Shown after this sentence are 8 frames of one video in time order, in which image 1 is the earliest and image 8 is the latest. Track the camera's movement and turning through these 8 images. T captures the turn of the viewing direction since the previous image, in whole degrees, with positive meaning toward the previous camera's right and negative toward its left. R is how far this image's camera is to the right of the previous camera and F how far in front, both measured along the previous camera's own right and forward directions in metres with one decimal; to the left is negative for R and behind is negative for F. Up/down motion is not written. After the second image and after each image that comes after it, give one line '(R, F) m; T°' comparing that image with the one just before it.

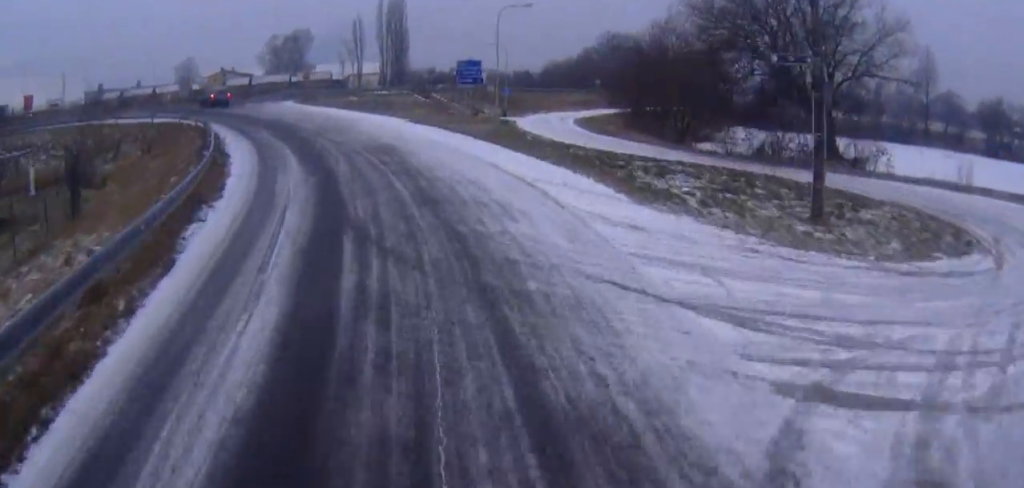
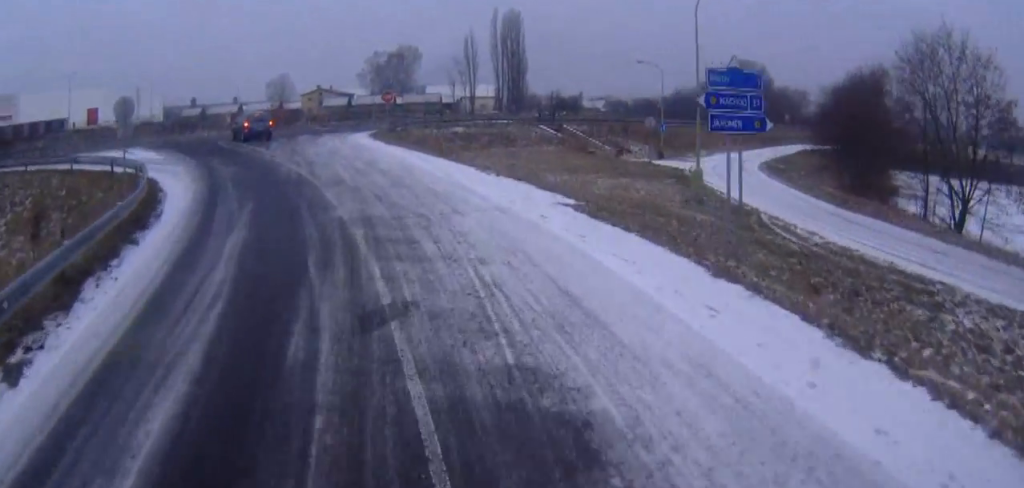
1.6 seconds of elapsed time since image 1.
(-0.2, +17.8) m; -6°
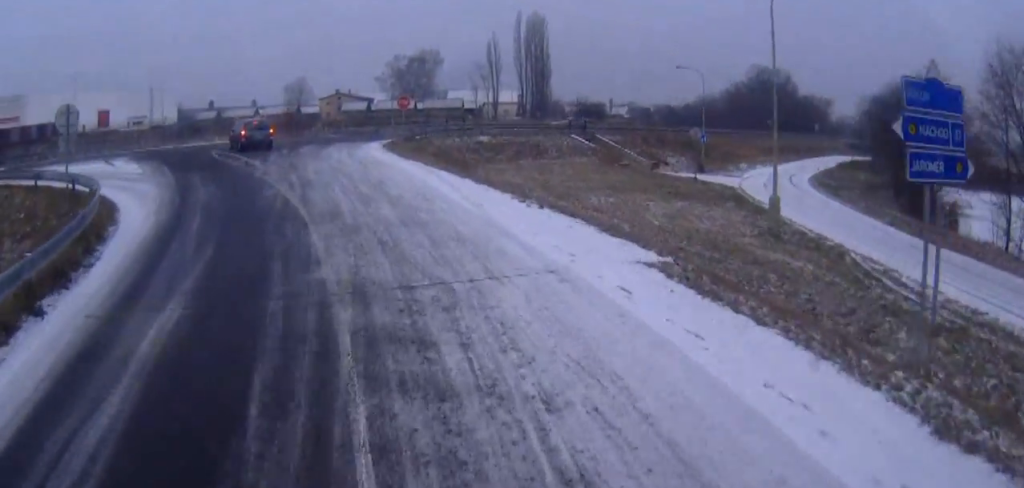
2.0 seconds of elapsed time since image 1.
(-0.2, +4.6) m; -4°
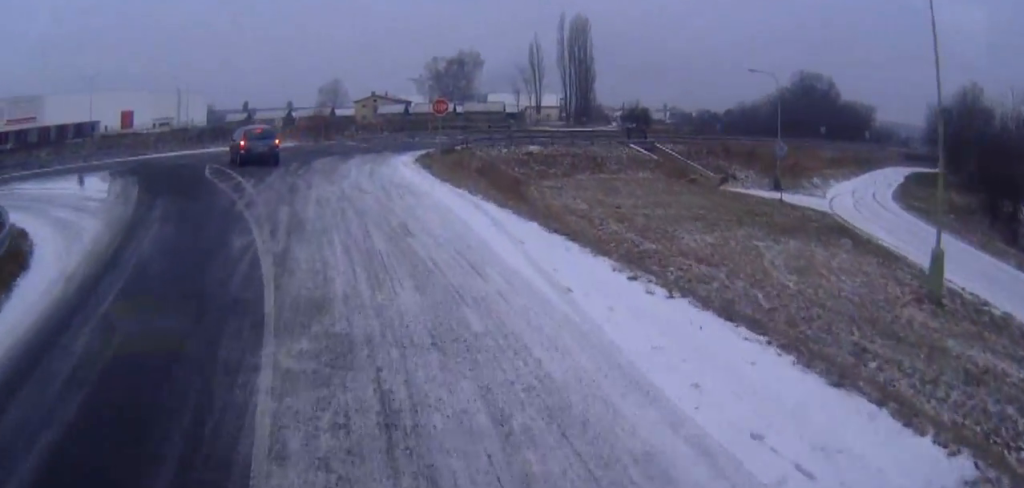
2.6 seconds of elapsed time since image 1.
(-0.4, +6.5) m; -5°
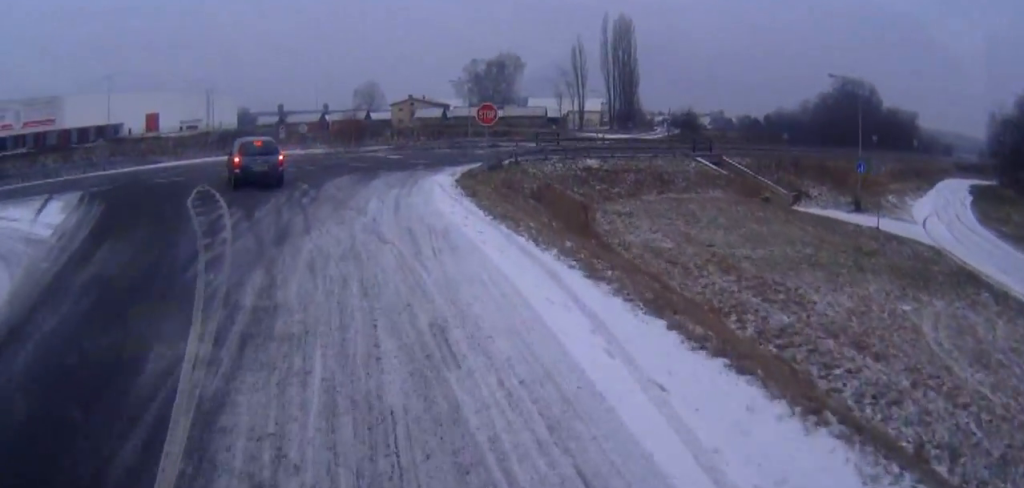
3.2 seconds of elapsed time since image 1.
(-0.1, +6.0) m; -4°
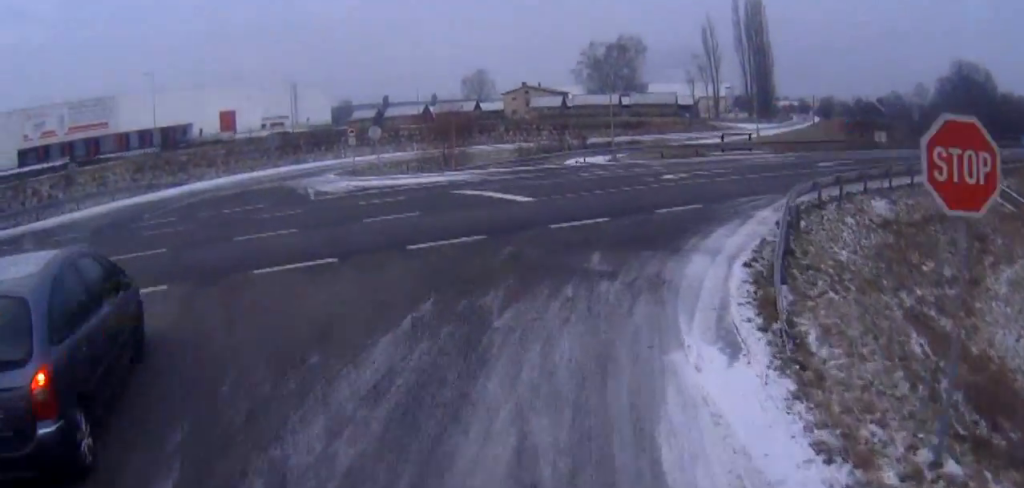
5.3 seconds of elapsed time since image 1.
(-1.4, +18.7) m; -14°
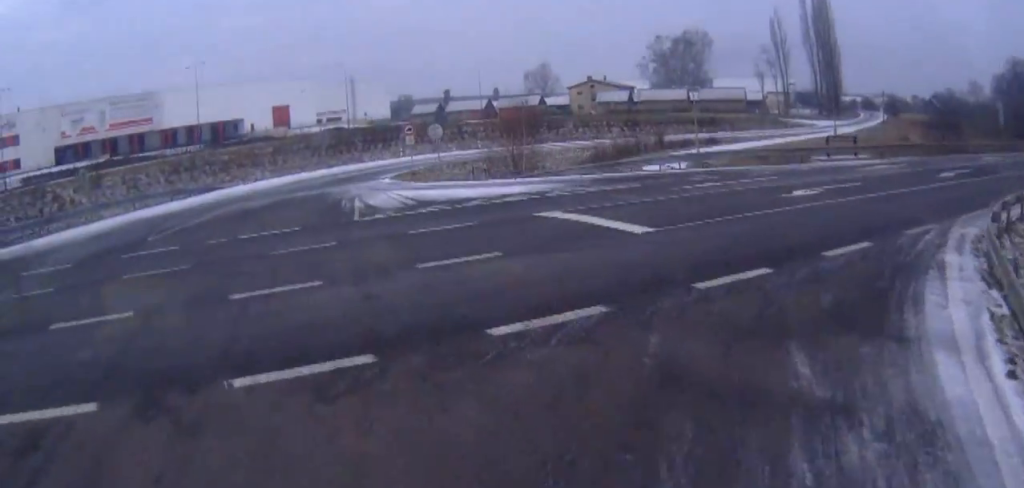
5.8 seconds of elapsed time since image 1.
(-0.7, +4.4) m; -5°
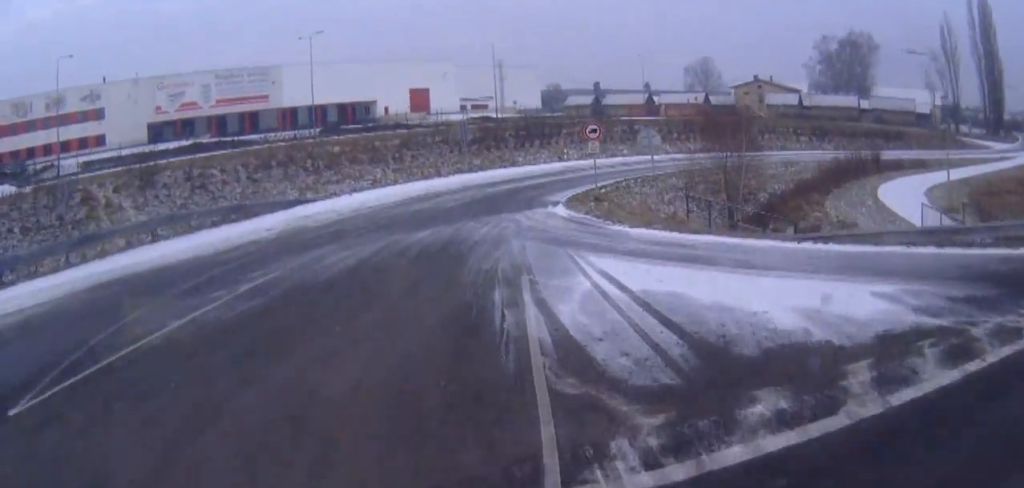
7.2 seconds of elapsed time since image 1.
(-0.7, +11.8) m; -3°
